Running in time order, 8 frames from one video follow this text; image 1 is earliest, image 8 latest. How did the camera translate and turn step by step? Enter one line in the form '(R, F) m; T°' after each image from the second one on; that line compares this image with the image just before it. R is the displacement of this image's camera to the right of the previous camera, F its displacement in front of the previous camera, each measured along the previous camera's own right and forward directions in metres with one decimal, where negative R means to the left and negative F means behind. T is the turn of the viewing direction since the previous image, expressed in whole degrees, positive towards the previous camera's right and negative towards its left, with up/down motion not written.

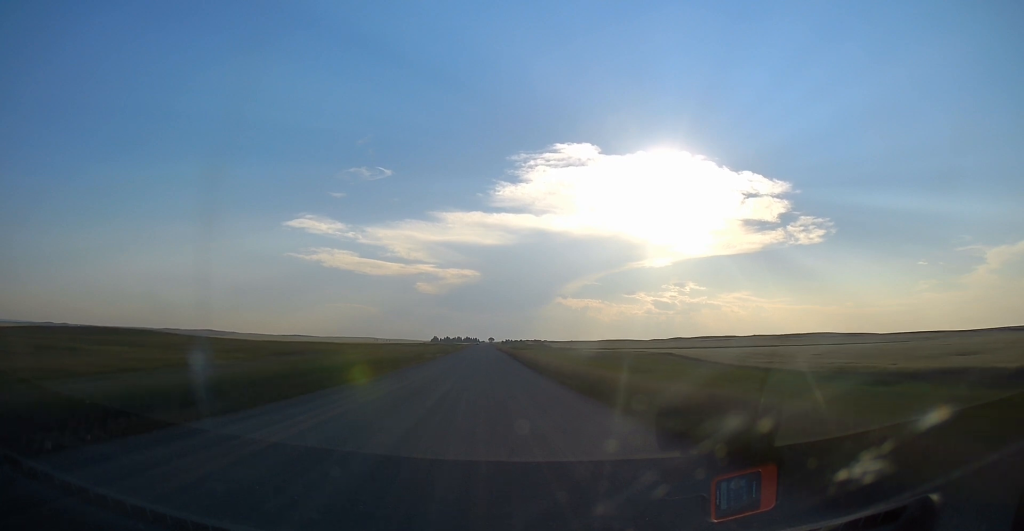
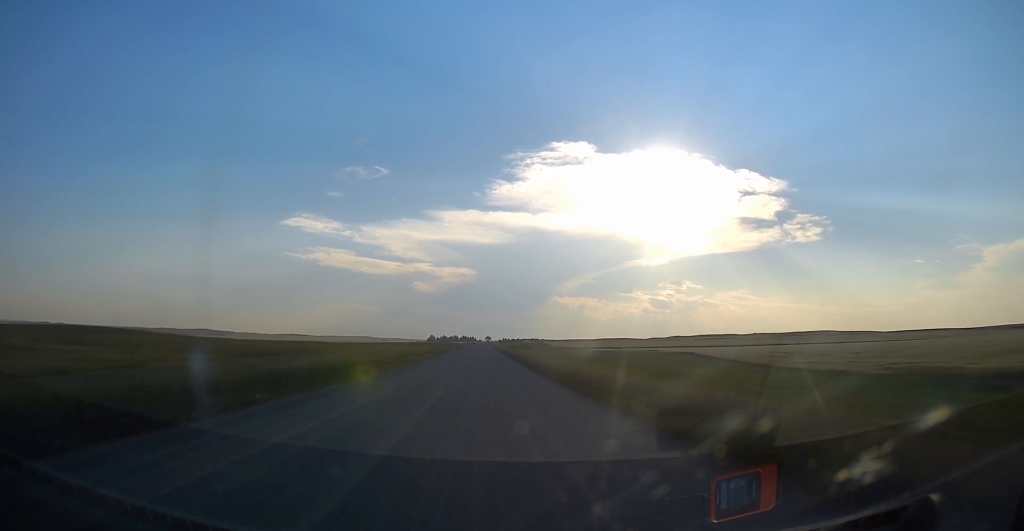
(0.0, +12.2) m; 0°
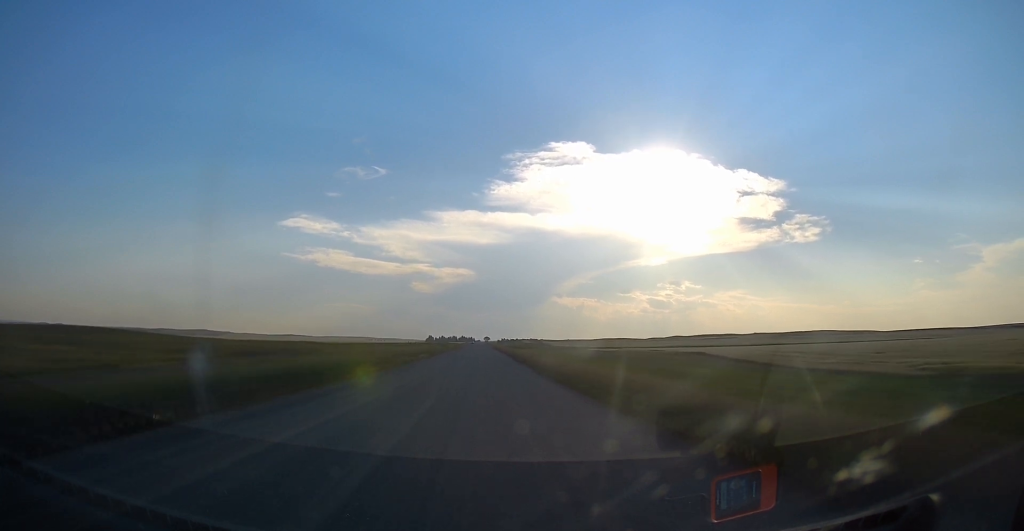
(0.0, +5.6) m; 0°
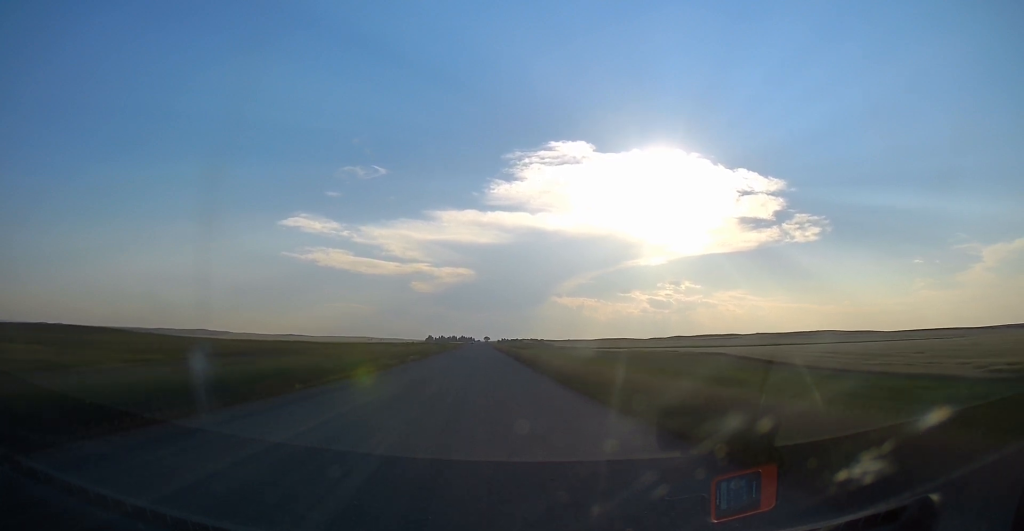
(0.0, +8.4) m; 0°
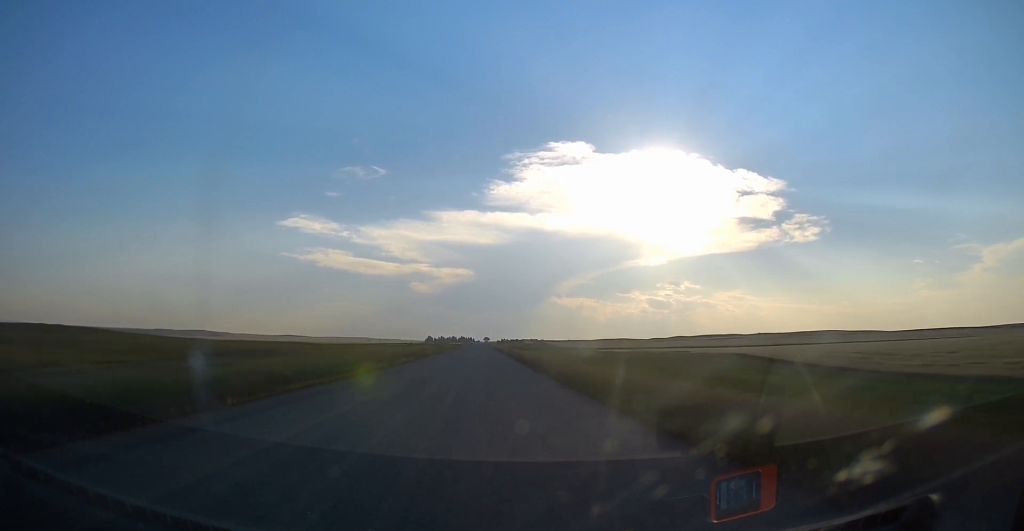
(0.0, +6.0) m; 0°
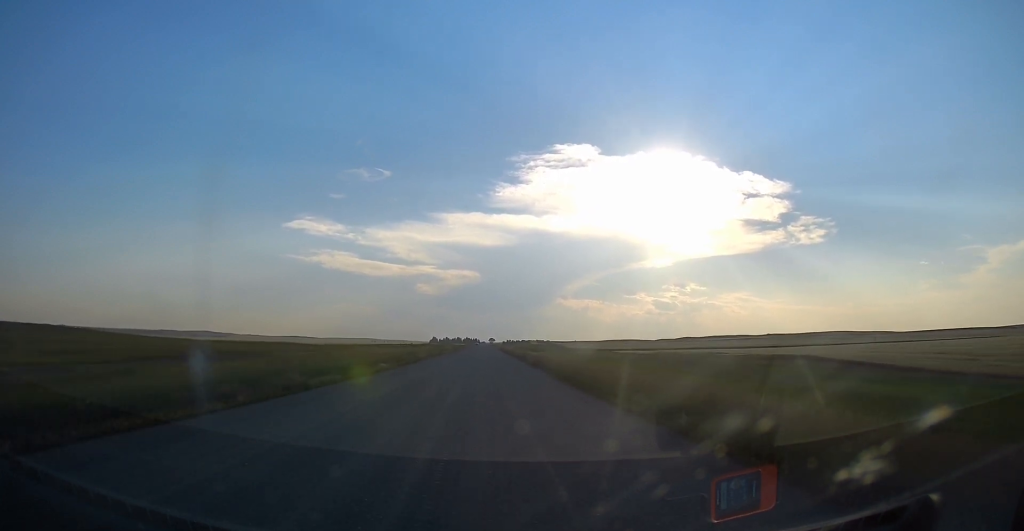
(0.0, +15.0) m; 0°
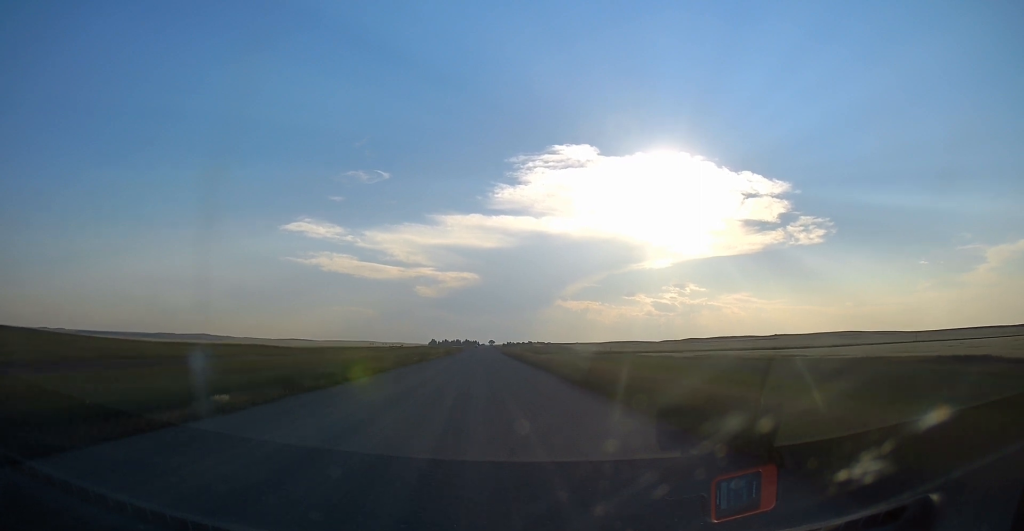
(0.0, +25.2) m; 0°
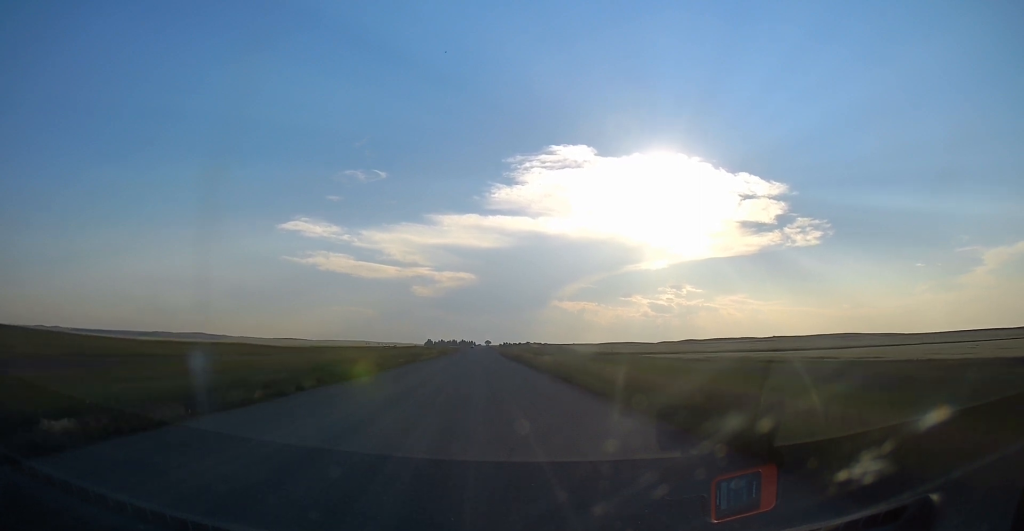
(0.0, +6.6) m; 0°
